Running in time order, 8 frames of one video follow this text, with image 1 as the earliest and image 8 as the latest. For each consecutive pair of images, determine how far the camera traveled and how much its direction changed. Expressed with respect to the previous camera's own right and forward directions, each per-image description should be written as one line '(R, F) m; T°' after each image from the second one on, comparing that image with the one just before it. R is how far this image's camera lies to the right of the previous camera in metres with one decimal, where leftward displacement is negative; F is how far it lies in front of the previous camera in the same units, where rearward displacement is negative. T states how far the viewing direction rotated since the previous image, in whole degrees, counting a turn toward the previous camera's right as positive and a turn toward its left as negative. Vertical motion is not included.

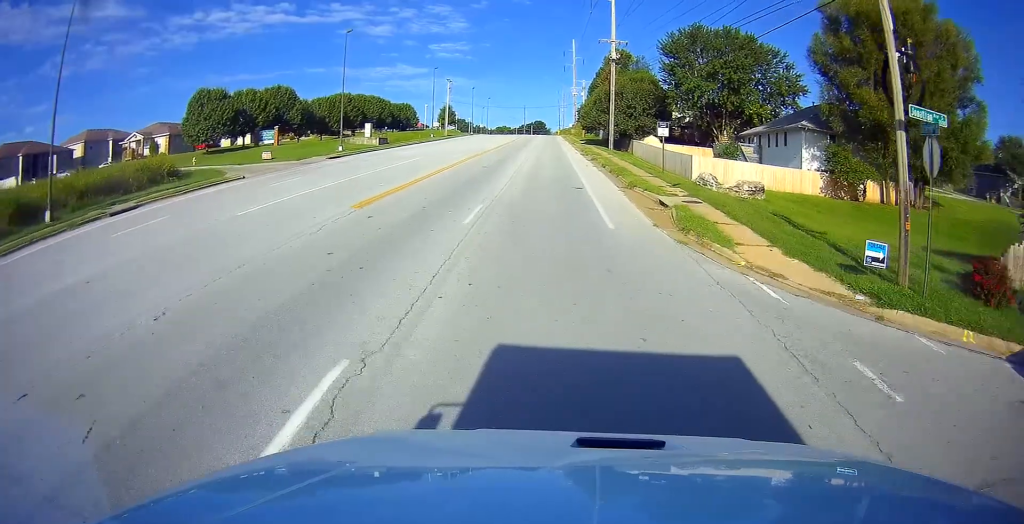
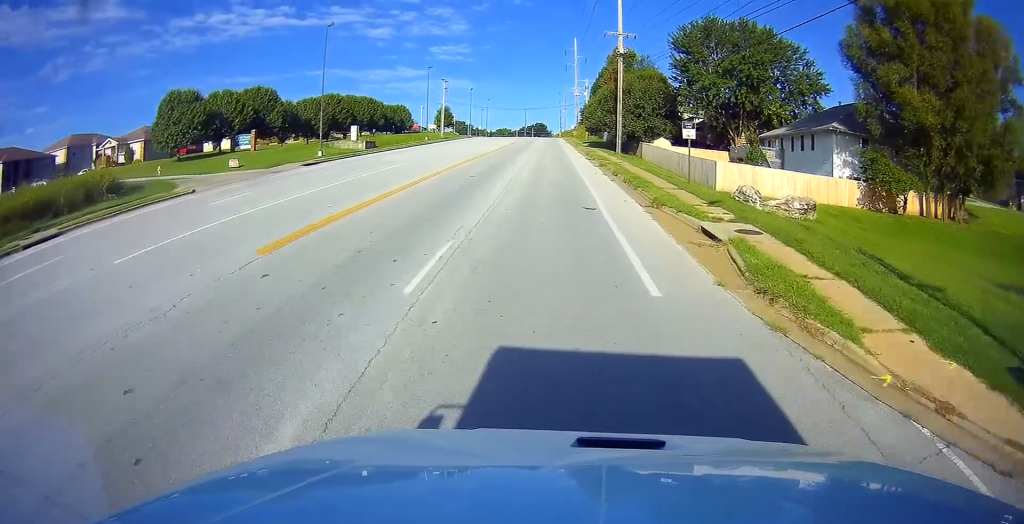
(0.0, +5.8) m; -1°
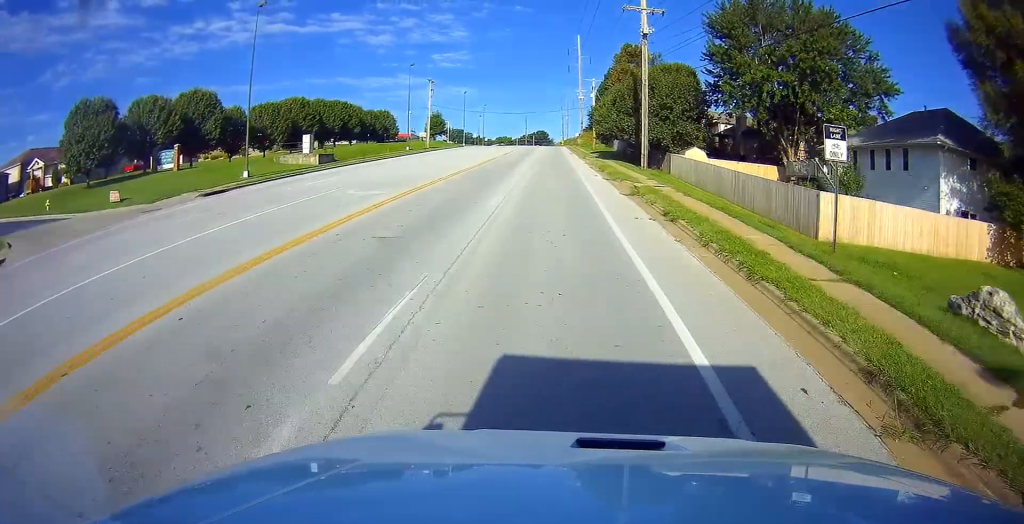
(-0.2, +14.1) m; 0°
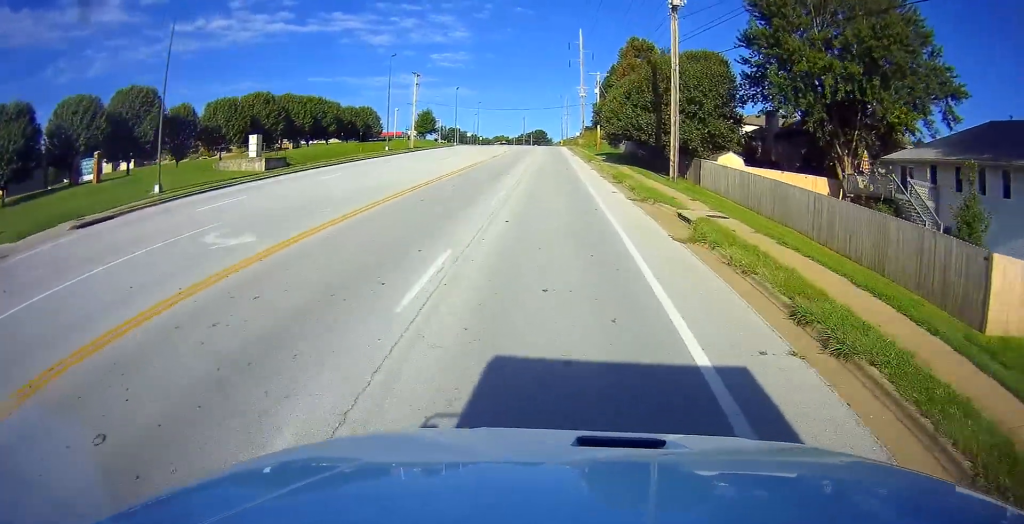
(+0.1, +10.2) m; 0°
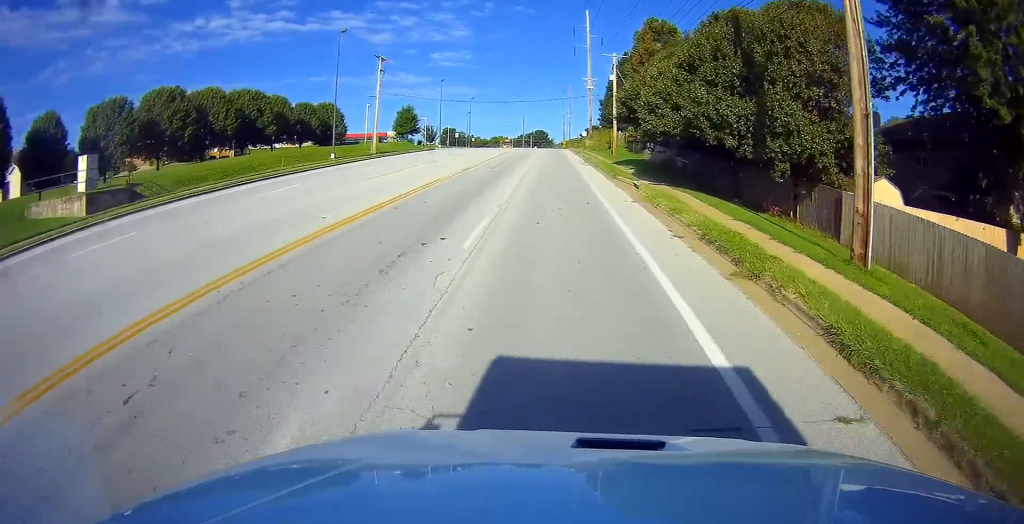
(-0.1, +19.3) m; 0°
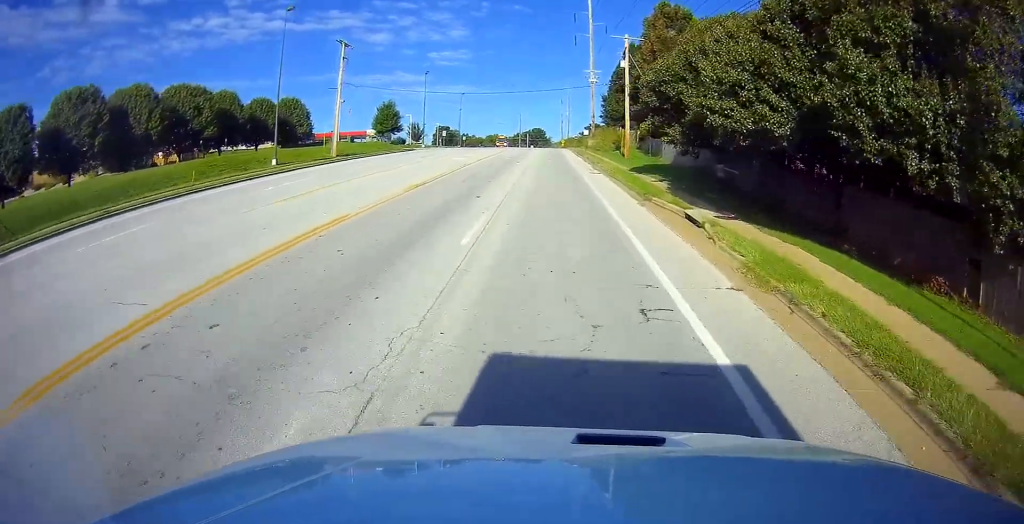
(+0.2, +12.0) m; 0°
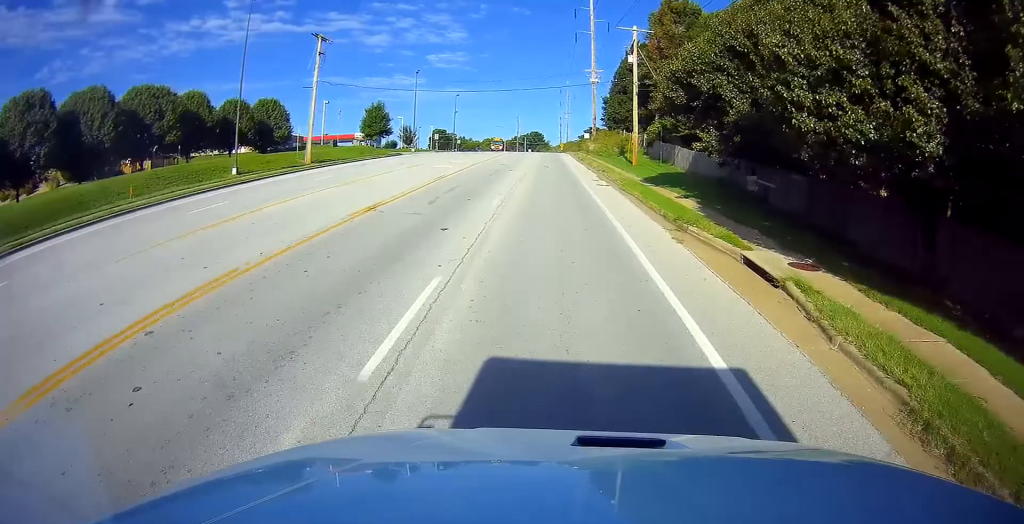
(-0.1, +5.8) m; 0°
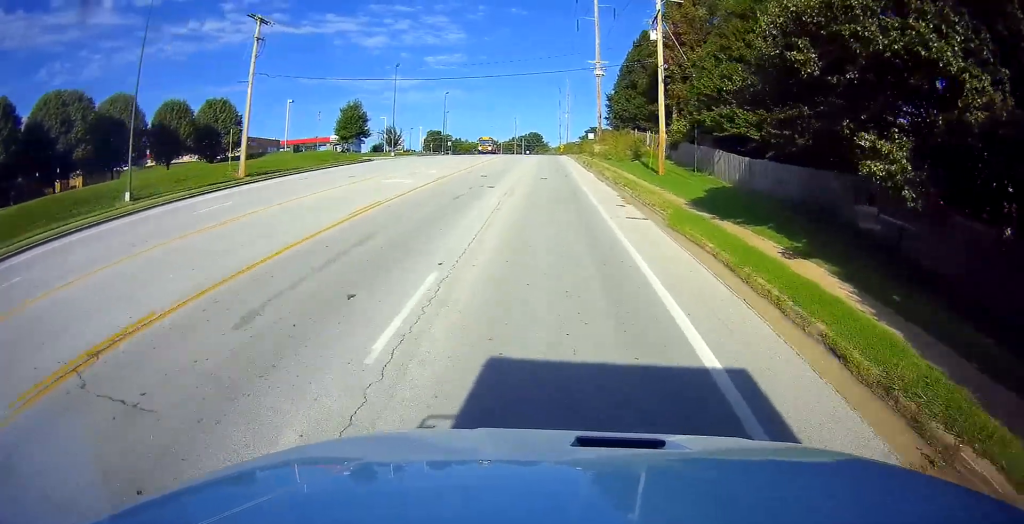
(-0.1, +11.2) m; 0°
